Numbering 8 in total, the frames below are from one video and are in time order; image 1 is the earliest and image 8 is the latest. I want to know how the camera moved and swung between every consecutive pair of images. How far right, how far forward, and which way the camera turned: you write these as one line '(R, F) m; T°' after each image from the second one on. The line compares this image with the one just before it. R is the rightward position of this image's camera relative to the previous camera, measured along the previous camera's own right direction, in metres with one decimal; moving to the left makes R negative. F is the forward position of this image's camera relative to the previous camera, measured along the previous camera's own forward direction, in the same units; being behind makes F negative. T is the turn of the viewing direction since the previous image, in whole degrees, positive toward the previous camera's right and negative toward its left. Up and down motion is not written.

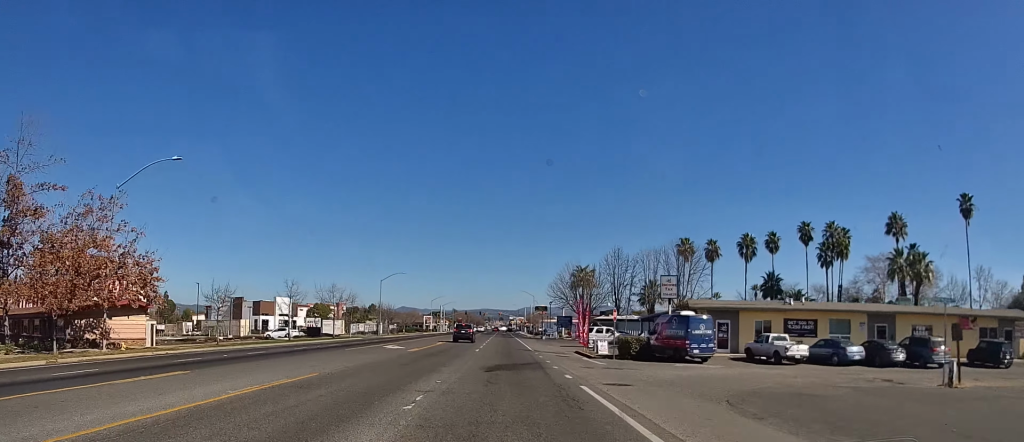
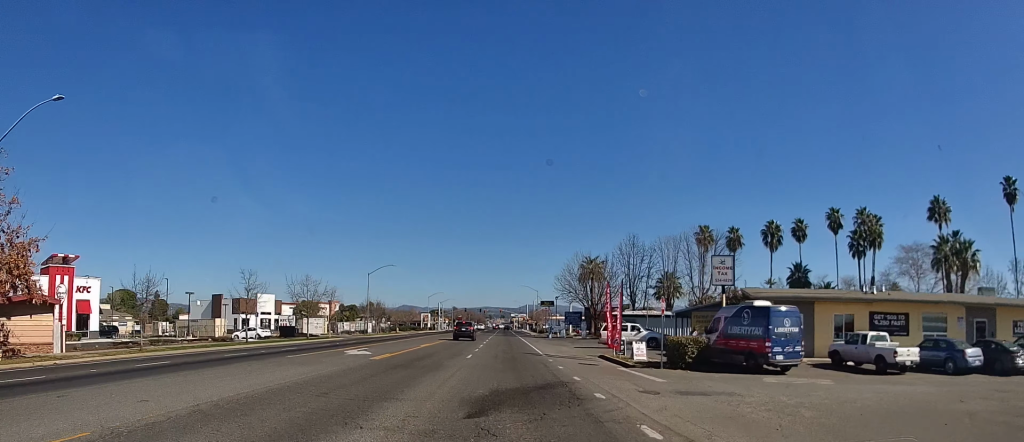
(+0.6, +10.4) m; +1°
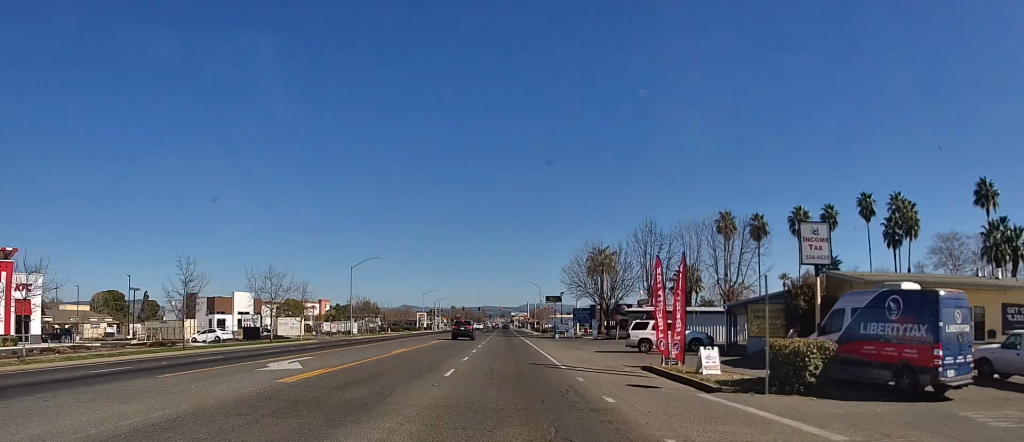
(+0.3, +10.4) m; +1°
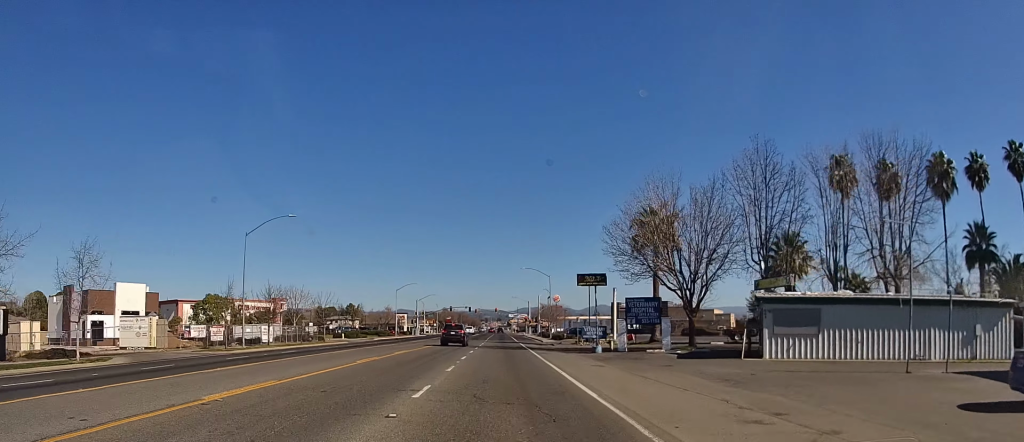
(-0.1, +34.7) m; +1°
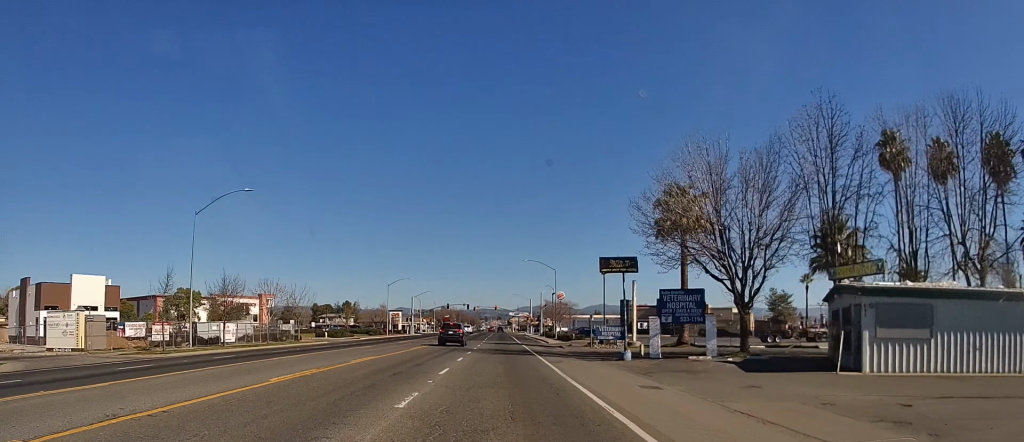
(0.0, +9.1) m; 0°
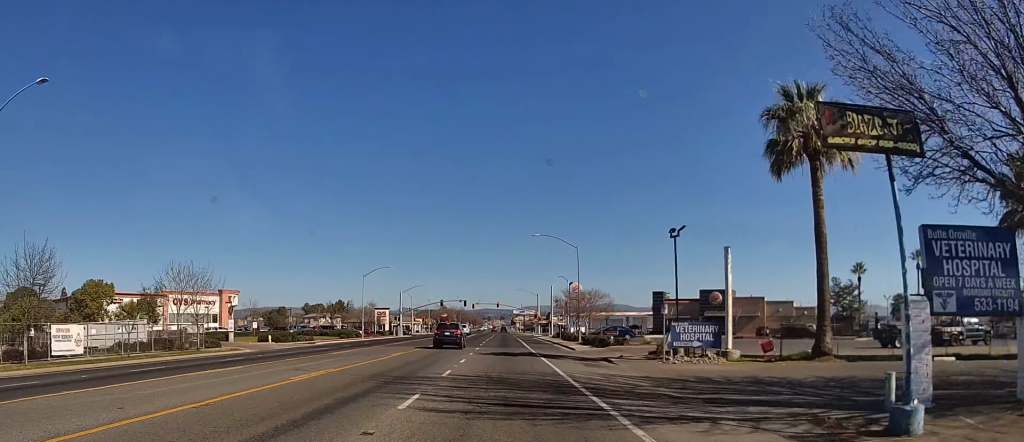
(-0.1, +22.0) m; 0°
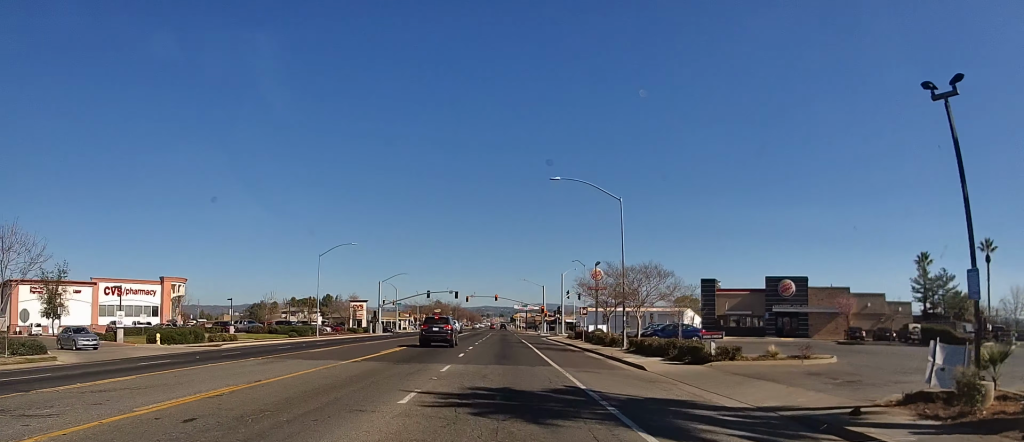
(-0.1, +22.1) m; -1°
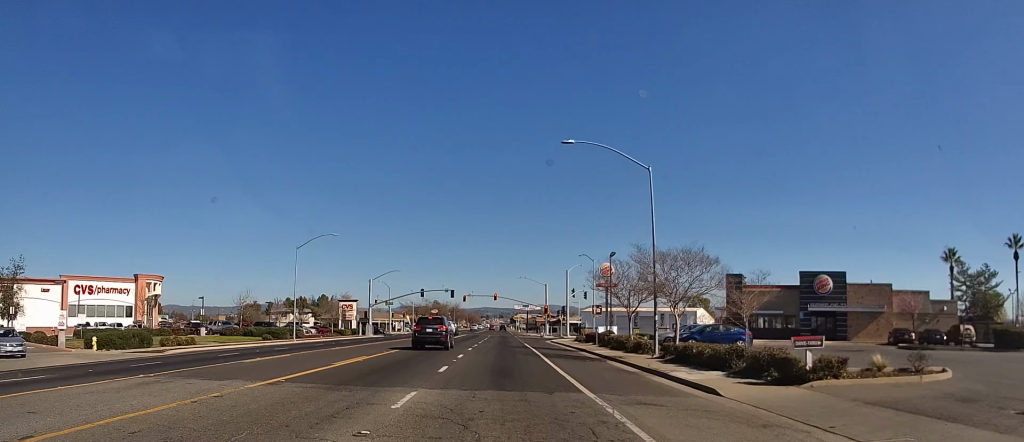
(-0.1, +7.9) m; 0°
